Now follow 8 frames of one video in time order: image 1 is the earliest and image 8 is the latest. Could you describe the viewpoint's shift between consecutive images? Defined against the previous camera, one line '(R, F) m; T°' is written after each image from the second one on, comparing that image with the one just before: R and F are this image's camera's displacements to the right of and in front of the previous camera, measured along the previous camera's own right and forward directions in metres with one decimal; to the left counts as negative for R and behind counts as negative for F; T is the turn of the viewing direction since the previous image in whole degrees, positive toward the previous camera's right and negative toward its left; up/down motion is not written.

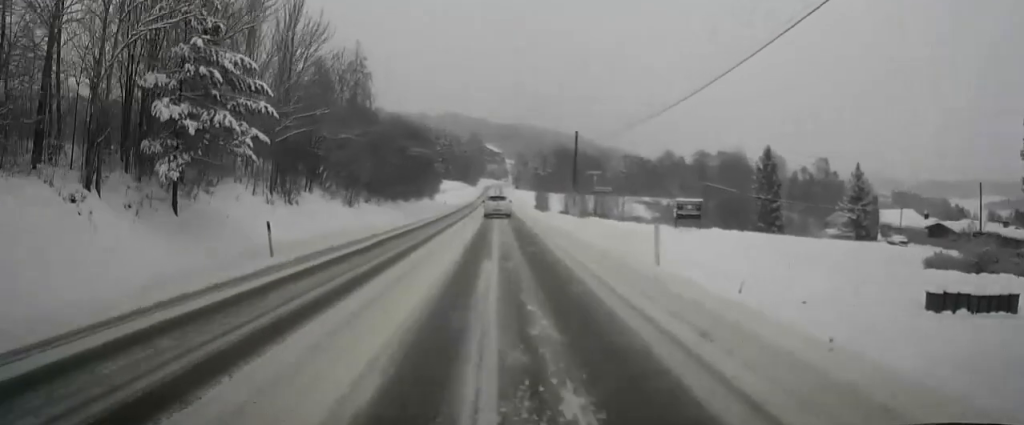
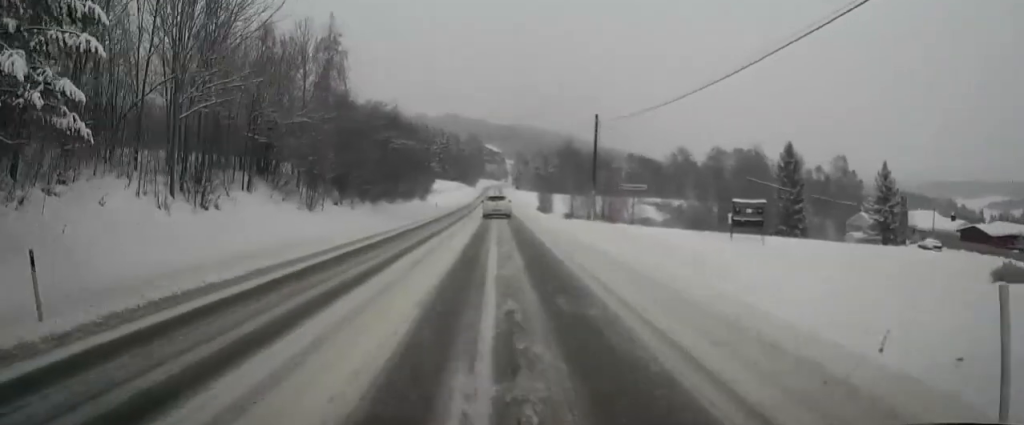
(0.0, +8.6) m; 0°
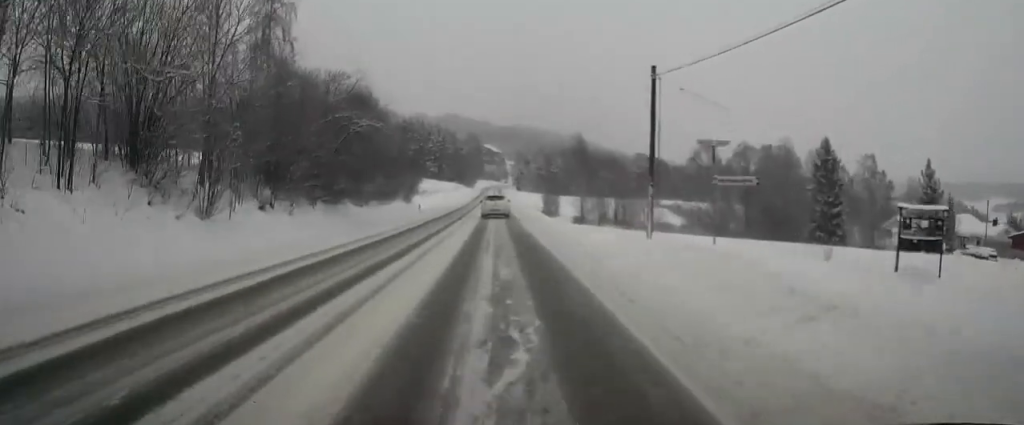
(0.0, +12.1) m; 0°
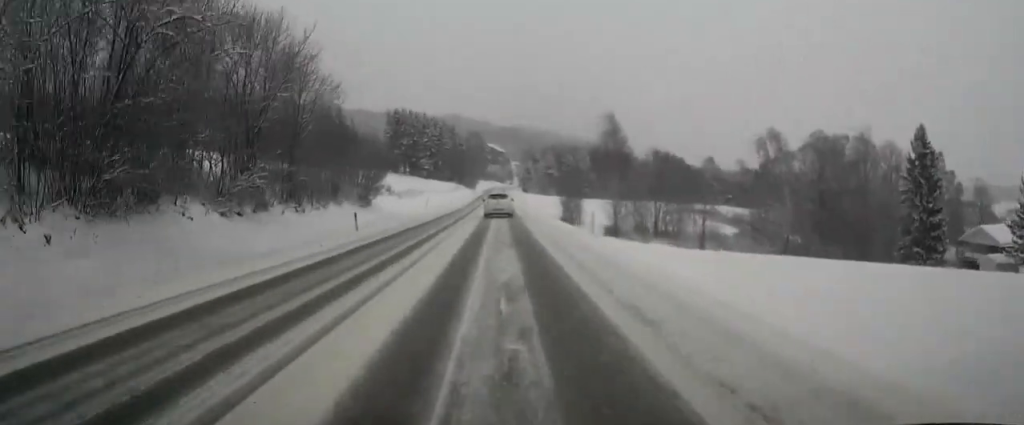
(+0.1, +21.8) m; 0°
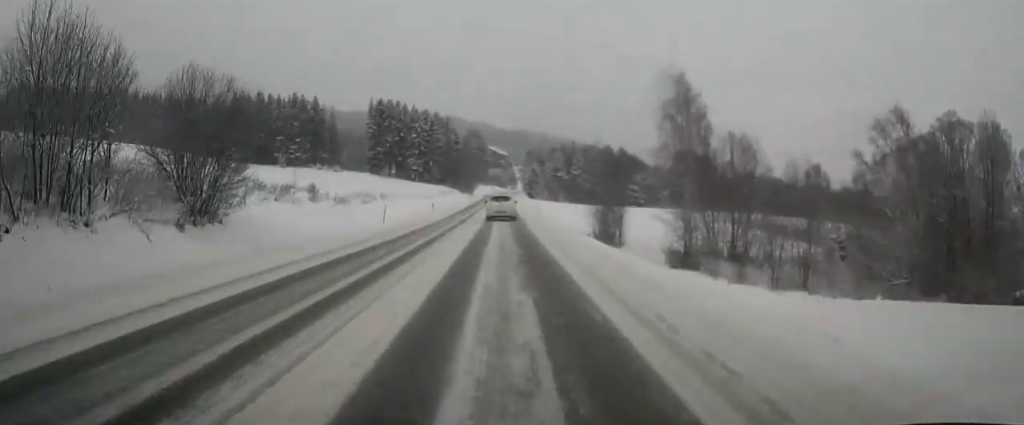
(-0.1, +24.0) m; 0°
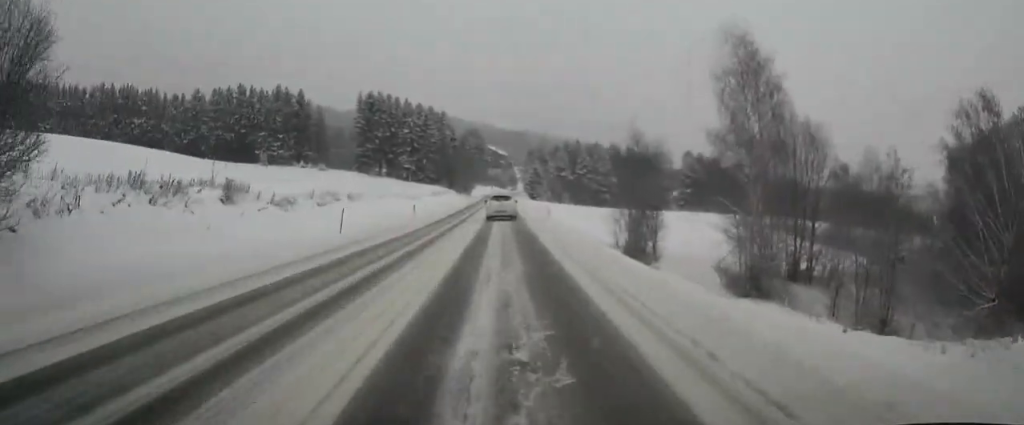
(0.0, +10.8) m; 0°
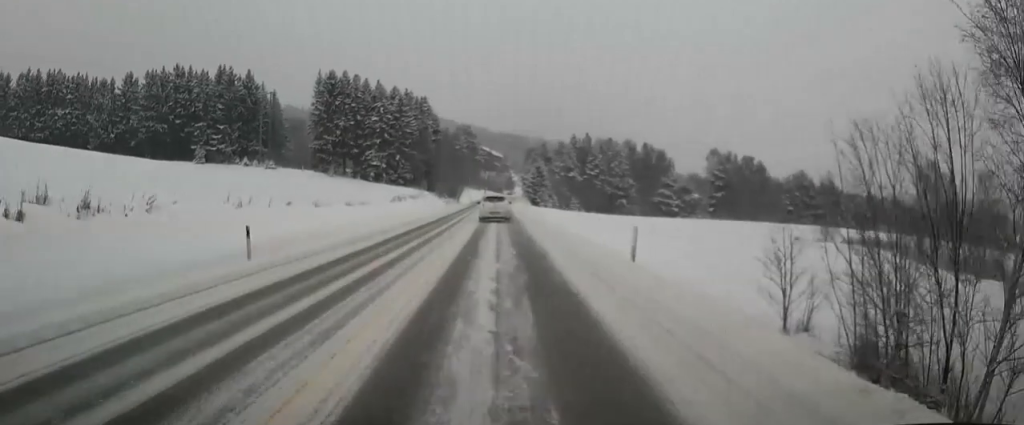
(+0.1, +26.4) m; 0°
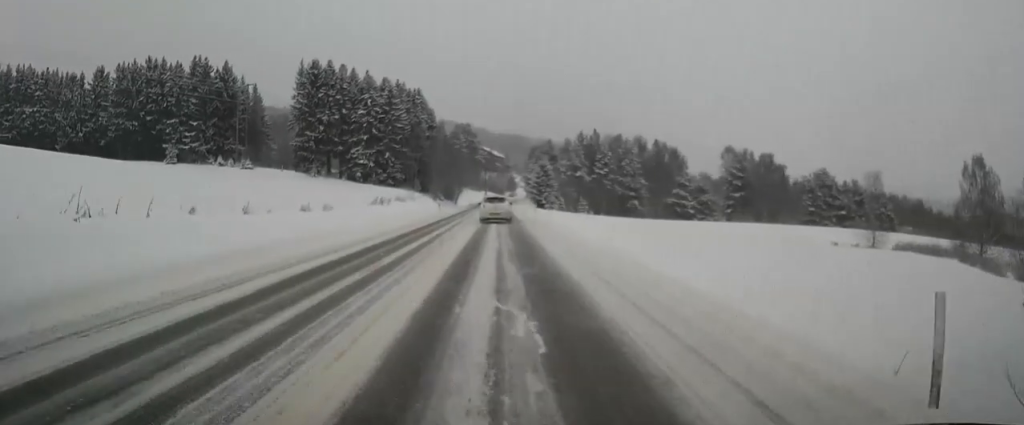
(0.0, +10.0) m; 0°
